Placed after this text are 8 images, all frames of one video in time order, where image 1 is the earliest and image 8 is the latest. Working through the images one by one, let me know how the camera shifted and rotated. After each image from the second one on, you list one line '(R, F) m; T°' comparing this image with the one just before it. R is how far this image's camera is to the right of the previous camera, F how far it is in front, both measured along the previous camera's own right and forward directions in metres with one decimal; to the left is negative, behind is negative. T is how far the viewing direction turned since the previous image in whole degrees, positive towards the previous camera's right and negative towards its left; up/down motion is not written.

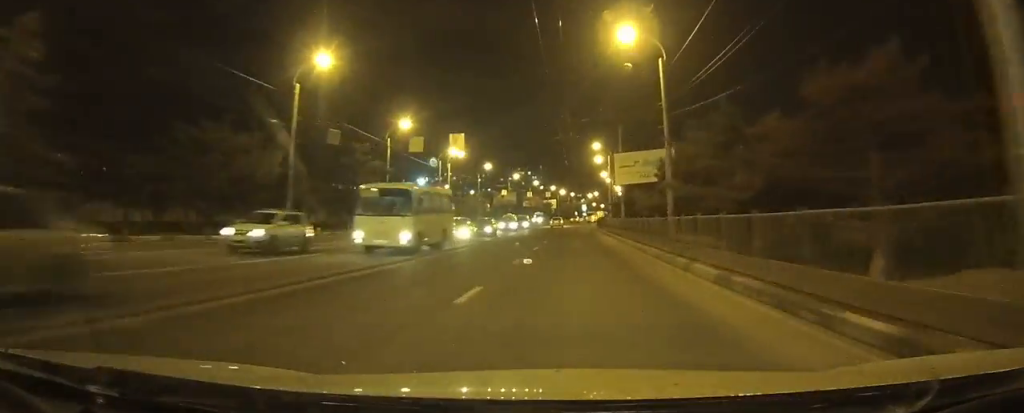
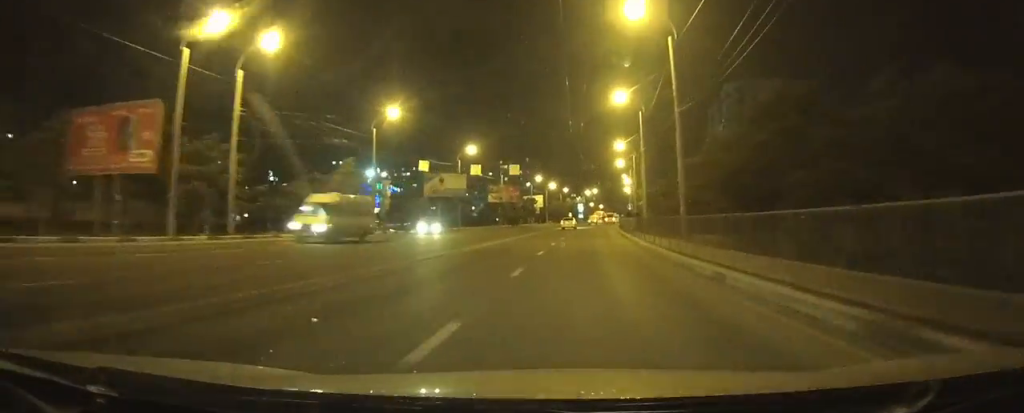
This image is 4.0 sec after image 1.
(-0.3, +61.4) m; +1°
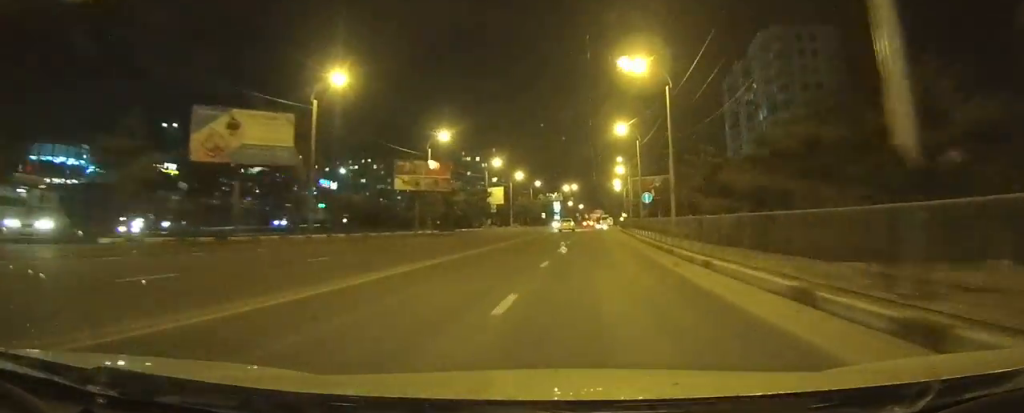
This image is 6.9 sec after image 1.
(+1.1, +47.4) m; +2°
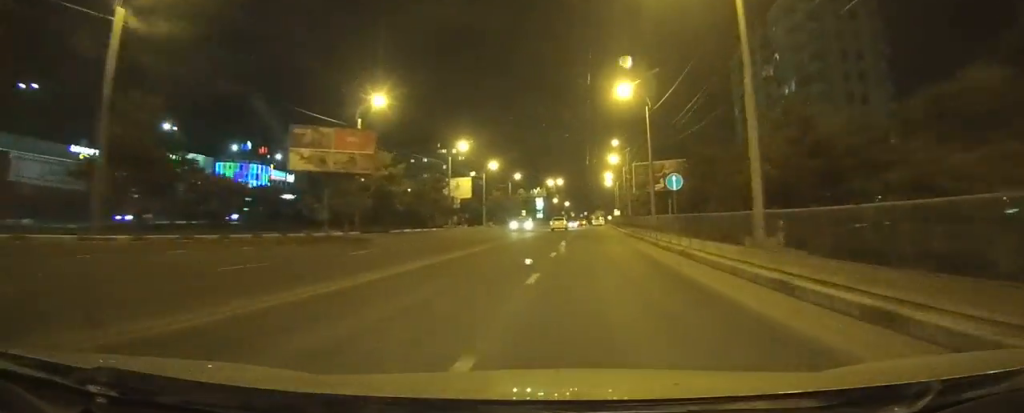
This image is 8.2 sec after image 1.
(+0.2, +20.6) m; +1°
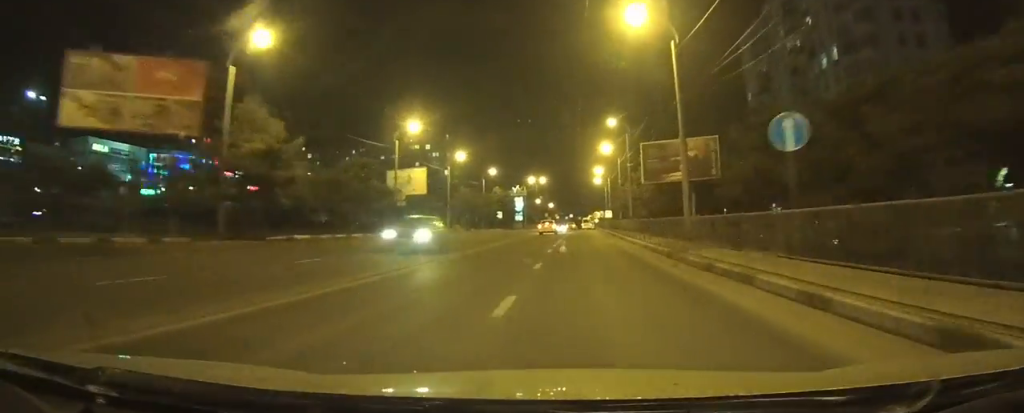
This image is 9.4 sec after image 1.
(+0.2, +18.7) m; +1°
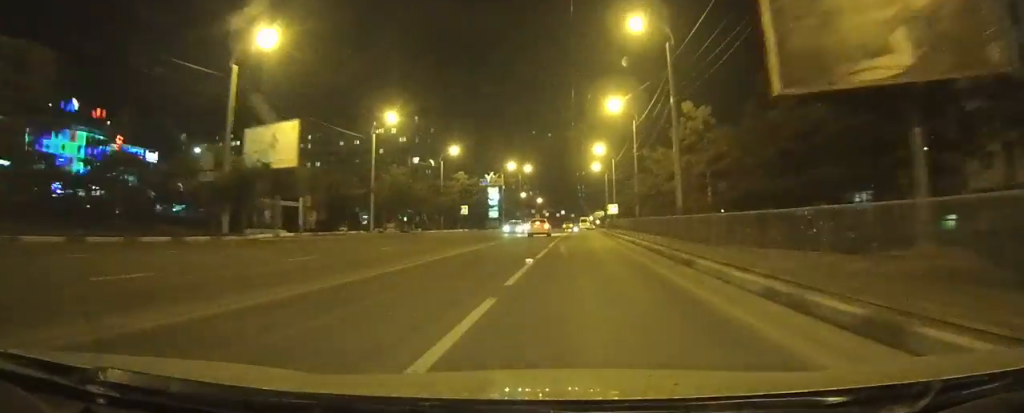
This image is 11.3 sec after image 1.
(+0.2, +27.5) m; +1°
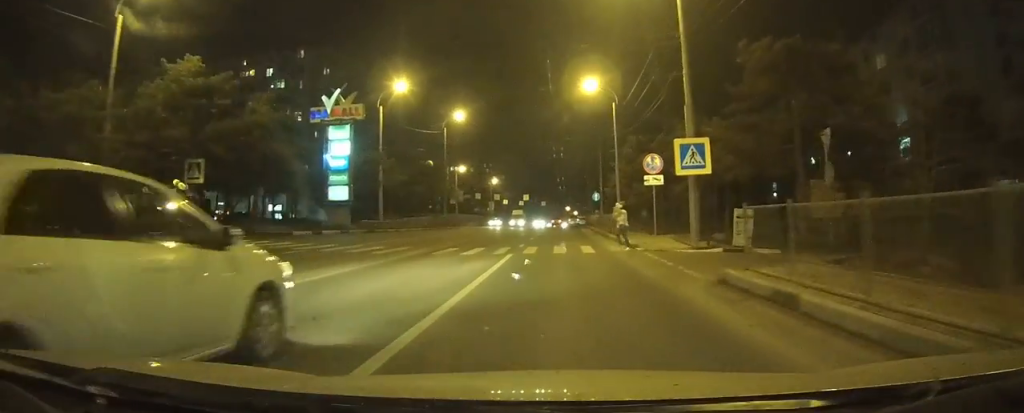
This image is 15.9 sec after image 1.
(+1.6, +52.4) m; +3°
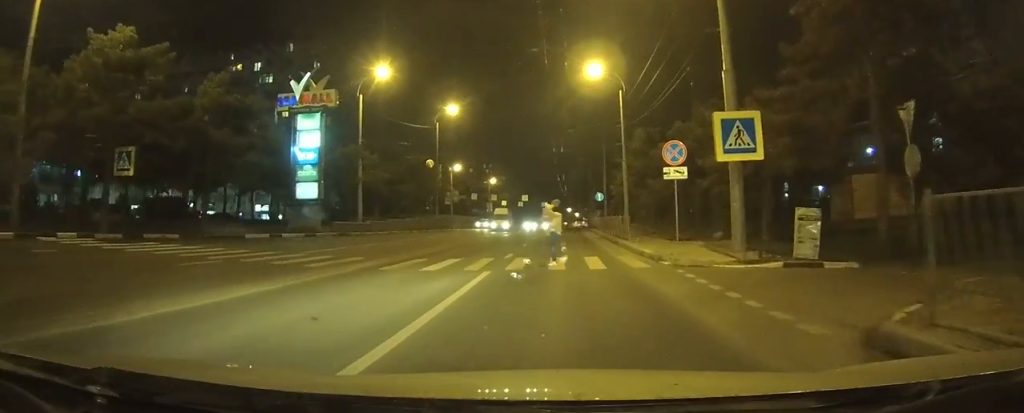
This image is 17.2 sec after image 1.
(0.0, +10.4) m; 0°
